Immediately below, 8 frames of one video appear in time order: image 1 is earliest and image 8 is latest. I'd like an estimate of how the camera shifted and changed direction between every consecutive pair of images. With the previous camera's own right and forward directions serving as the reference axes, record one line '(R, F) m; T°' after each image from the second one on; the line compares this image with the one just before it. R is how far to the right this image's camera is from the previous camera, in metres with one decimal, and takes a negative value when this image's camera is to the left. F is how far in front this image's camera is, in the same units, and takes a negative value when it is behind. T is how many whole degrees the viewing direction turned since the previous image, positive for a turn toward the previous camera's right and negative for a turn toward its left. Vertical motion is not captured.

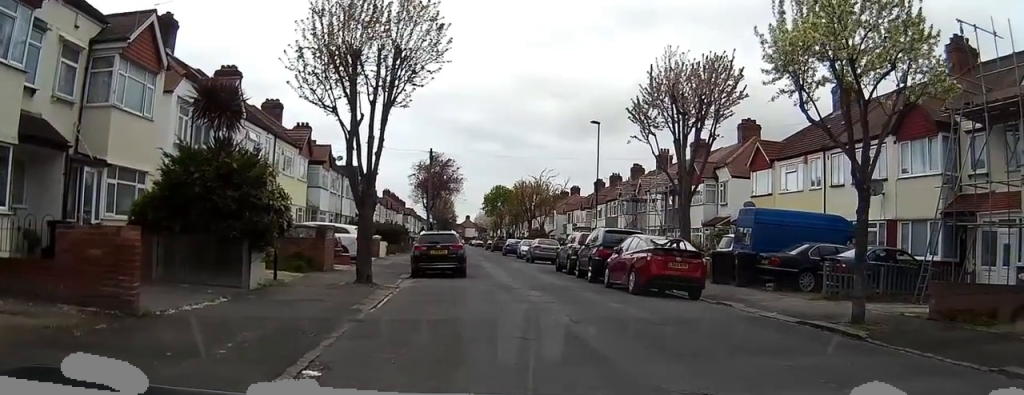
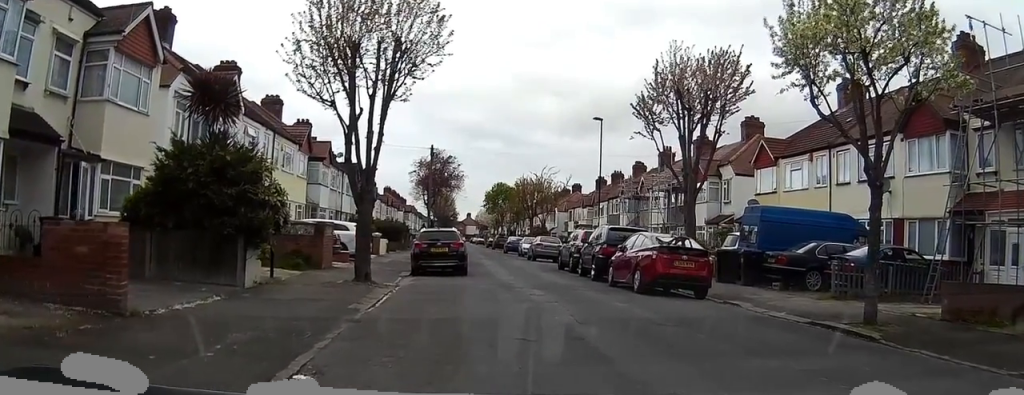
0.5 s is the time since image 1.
(-0.1, -0.1) m; 0°
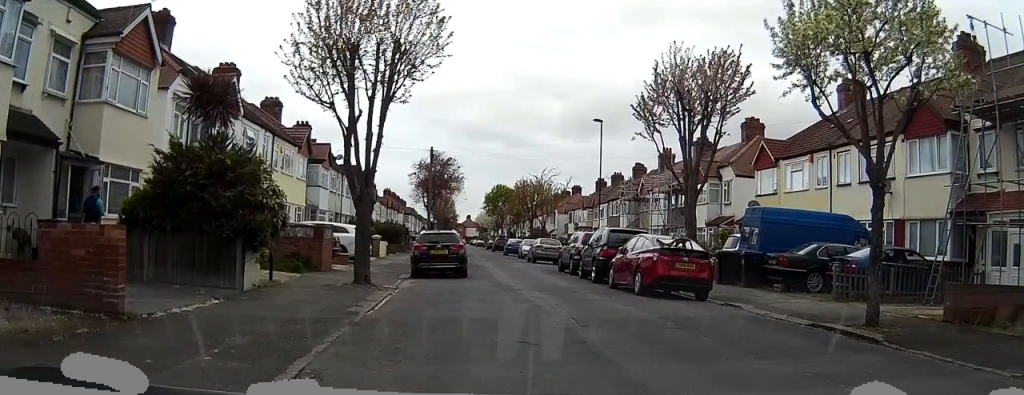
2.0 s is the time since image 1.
(0.0, -0.2) m; 0°
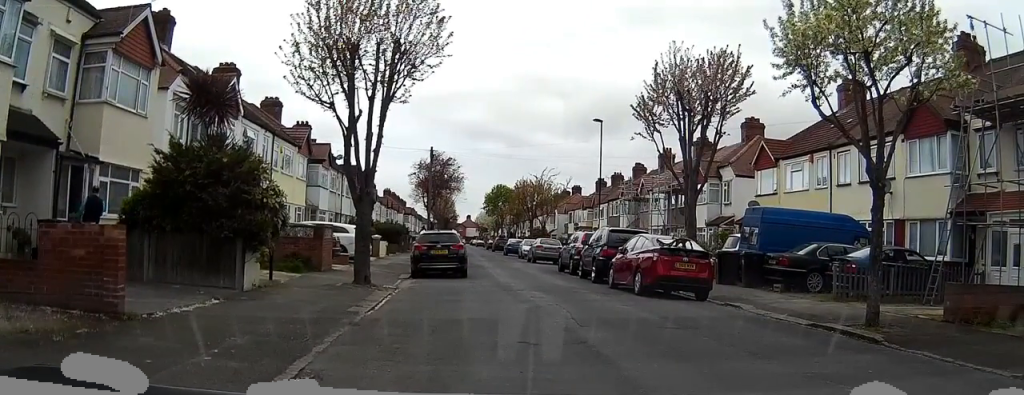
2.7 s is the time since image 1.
(0.0, 0.0) m; 0°
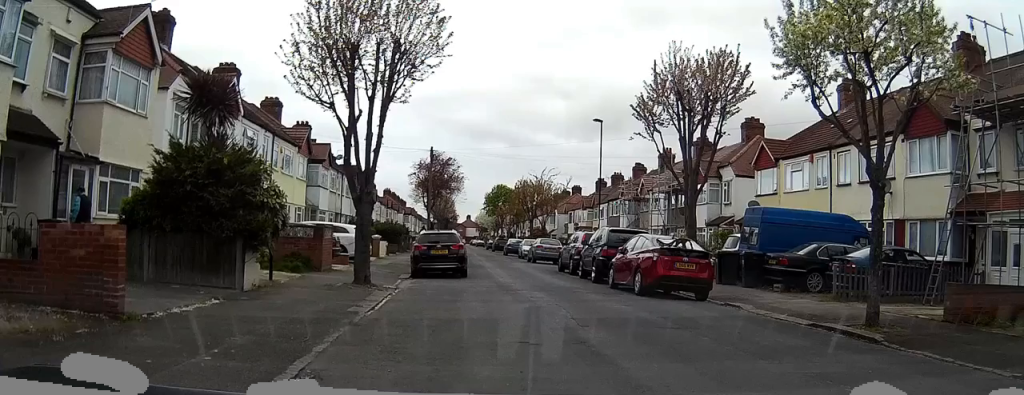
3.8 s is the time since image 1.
(0.0, 0.0) m; 0°
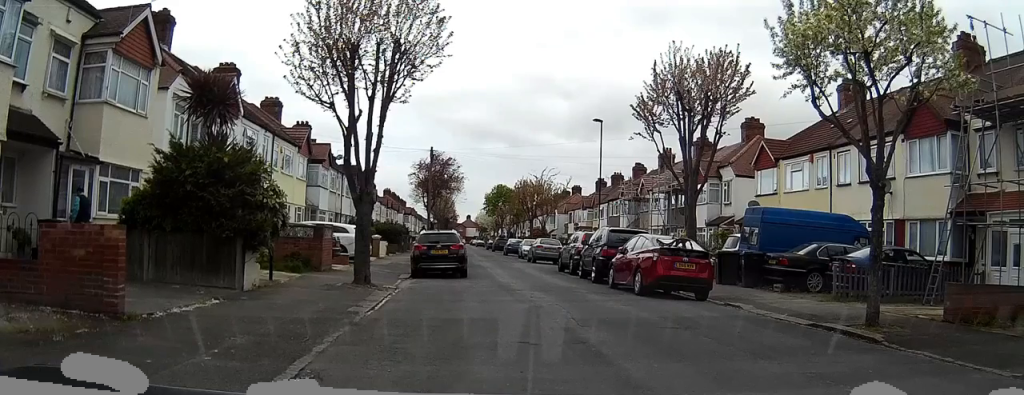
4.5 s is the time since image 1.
(0.0, 0.0) m; 0°
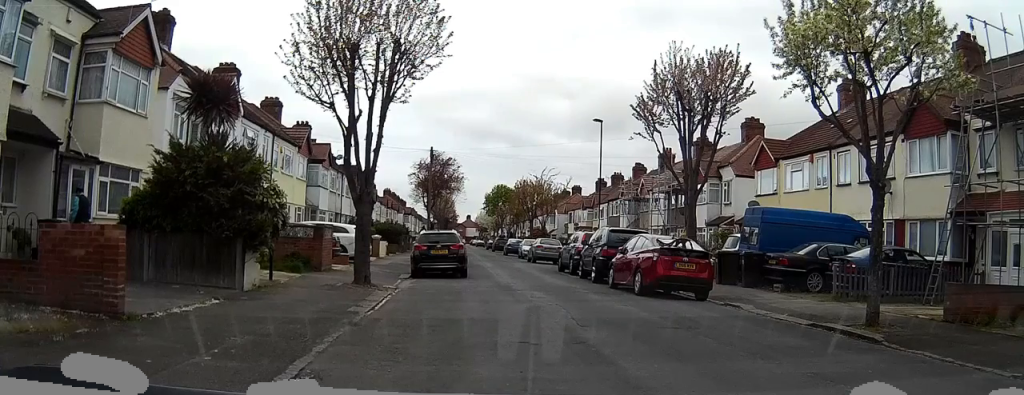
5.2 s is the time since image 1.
(0.0, 0.0) m; 0°
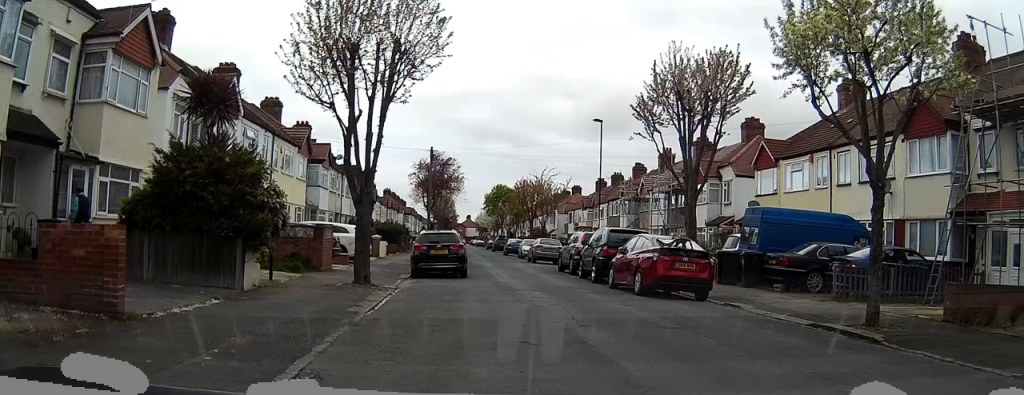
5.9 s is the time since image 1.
(0.0, 0.0) m; 0°
